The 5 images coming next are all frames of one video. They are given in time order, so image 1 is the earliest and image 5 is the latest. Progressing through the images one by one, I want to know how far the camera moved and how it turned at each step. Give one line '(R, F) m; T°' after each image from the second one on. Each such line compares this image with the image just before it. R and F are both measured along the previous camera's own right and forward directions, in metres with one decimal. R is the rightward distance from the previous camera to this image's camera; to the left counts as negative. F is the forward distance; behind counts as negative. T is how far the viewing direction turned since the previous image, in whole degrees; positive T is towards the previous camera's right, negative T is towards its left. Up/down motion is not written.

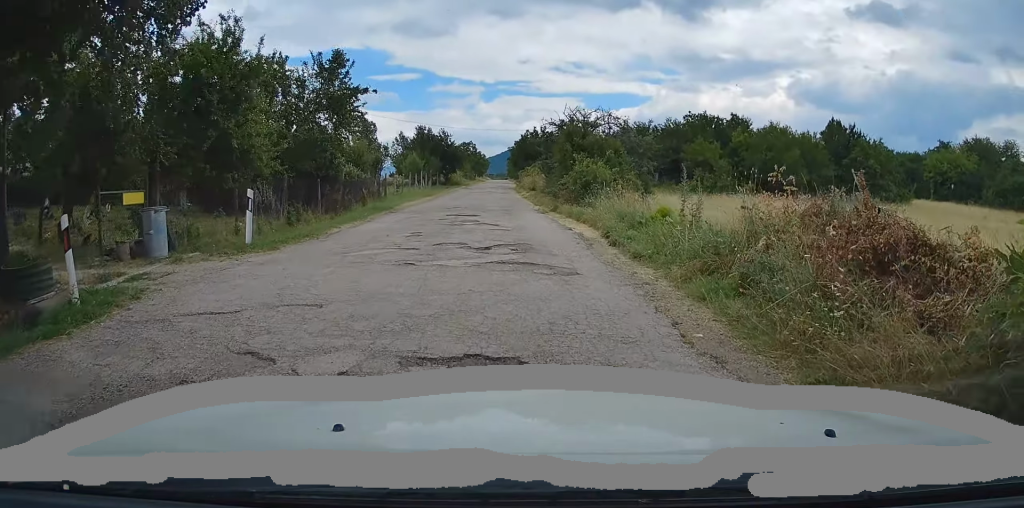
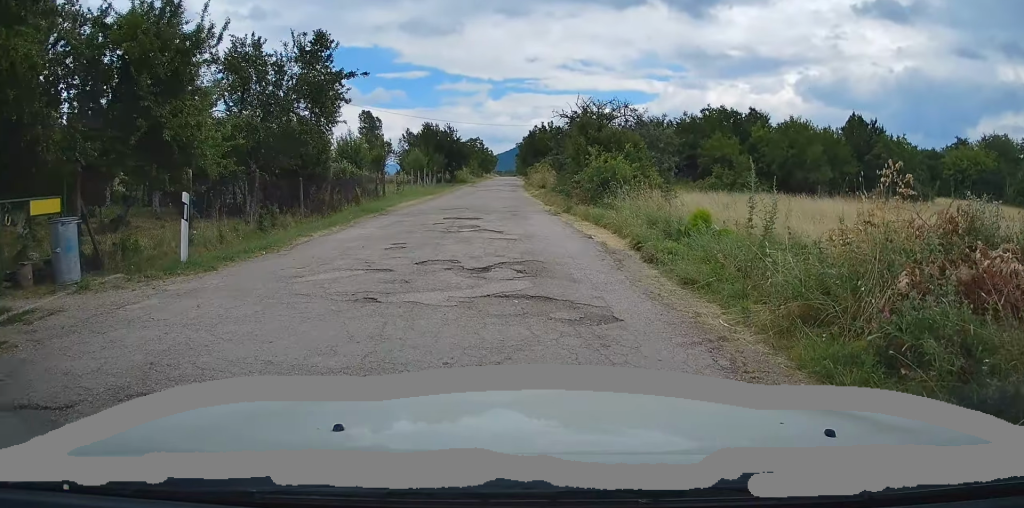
(0.0, +2.9) m; 0°
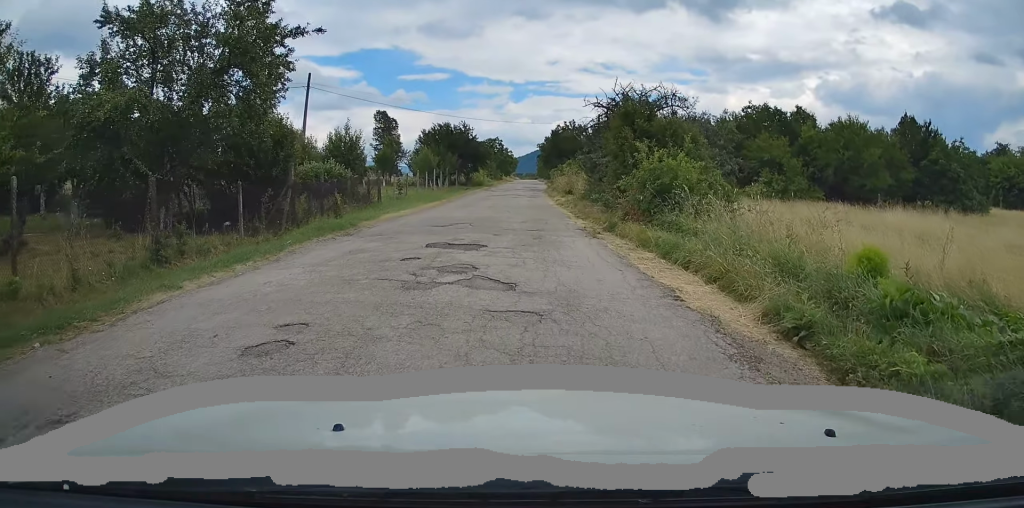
(0.0, +5.5) m; -2°
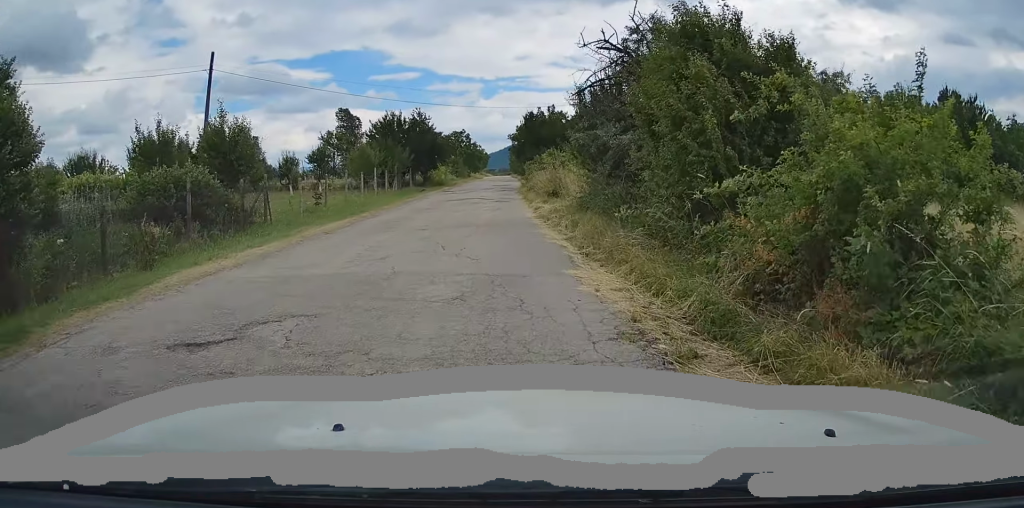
(+0.6, +10.0) m; +3°
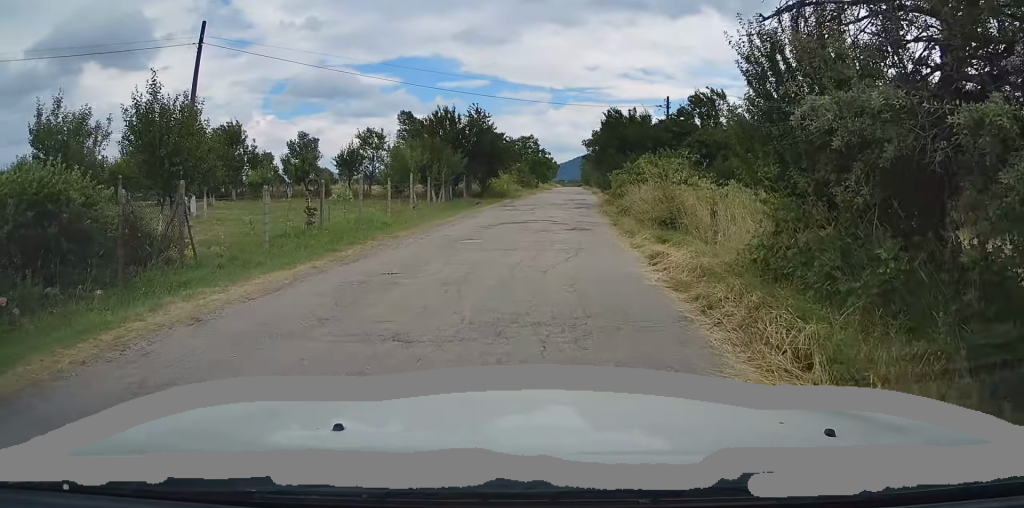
(-0.2, +8.5) m; -3°
